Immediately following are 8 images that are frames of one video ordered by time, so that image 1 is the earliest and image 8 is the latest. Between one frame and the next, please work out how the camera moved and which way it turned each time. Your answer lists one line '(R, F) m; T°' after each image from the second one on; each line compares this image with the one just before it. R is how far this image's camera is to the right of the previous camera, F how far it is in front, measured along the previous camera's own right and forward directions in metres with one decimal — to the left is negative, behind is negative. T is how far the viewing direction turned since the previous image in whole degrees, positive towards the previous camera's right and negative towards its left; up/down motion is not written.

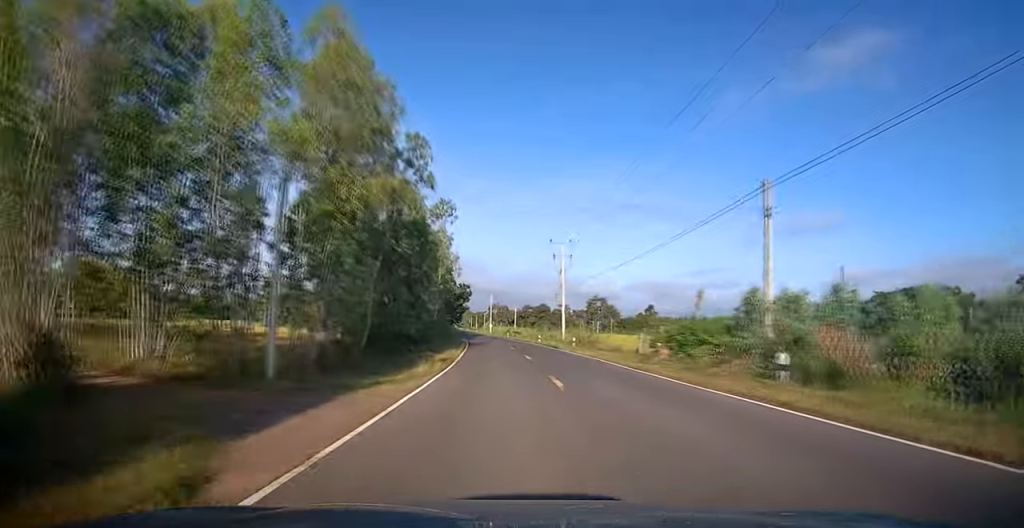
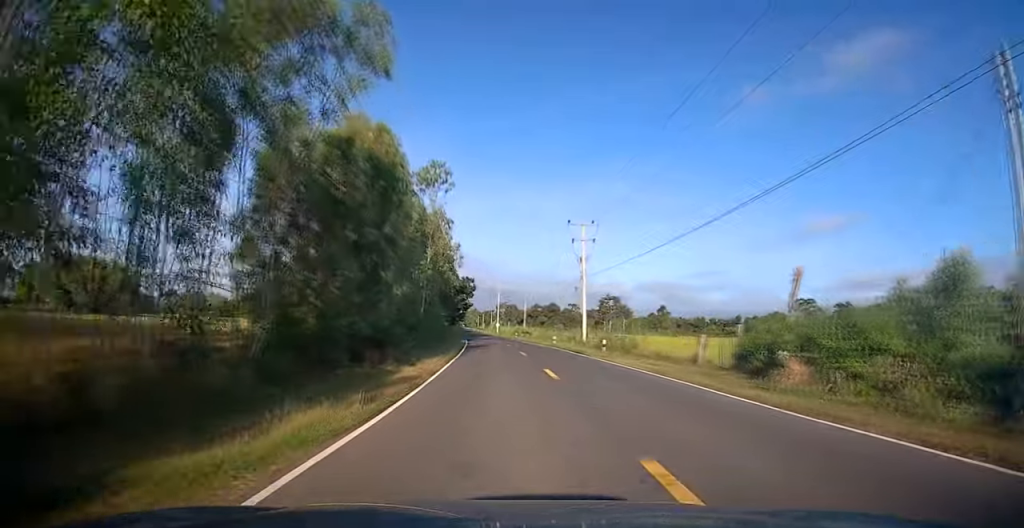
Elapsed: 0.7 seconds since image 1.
(+0.1, +10.0) m; 0°
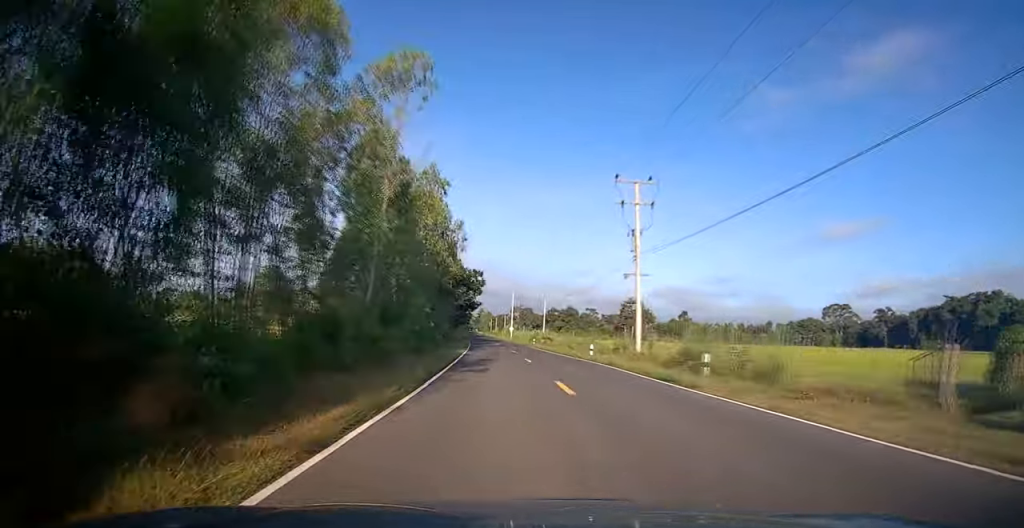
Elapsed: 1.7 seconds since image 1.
(-0.3, +15.3) m; -1°
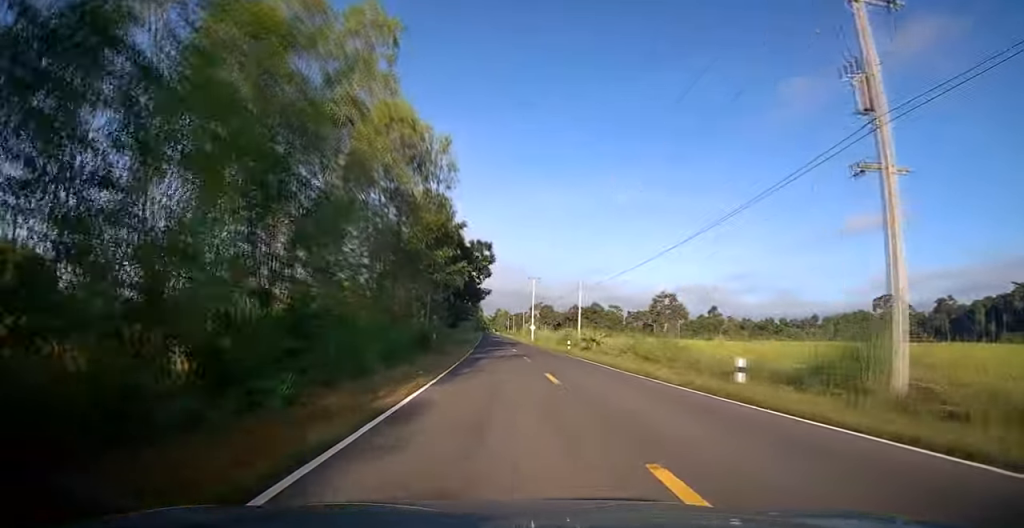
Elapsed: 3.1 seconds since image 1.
(-0.1, +21.0) m; -1°
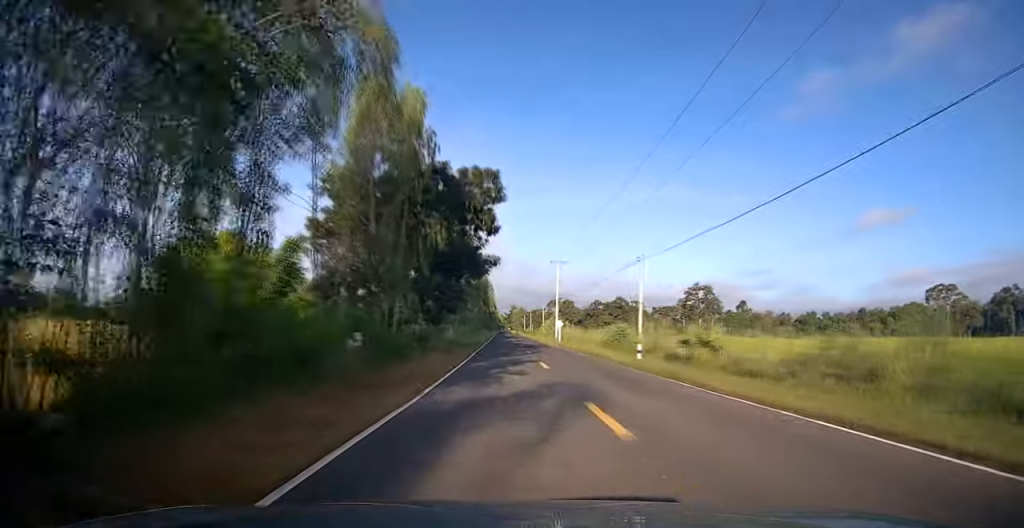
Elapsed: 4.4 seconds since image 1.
(-0.4, +19.6) m; -2°
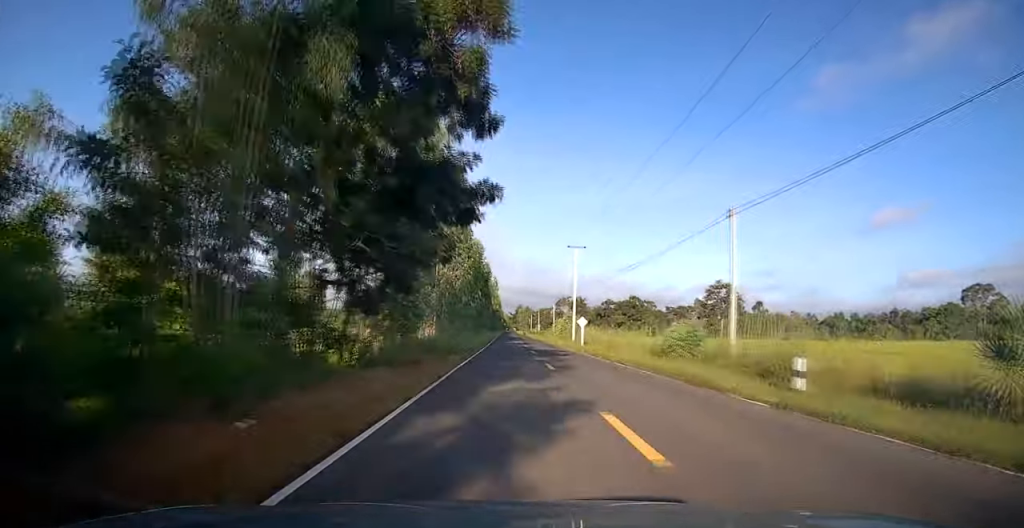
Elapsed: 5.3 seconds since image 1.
(-0.1, +13.5) m; -1°
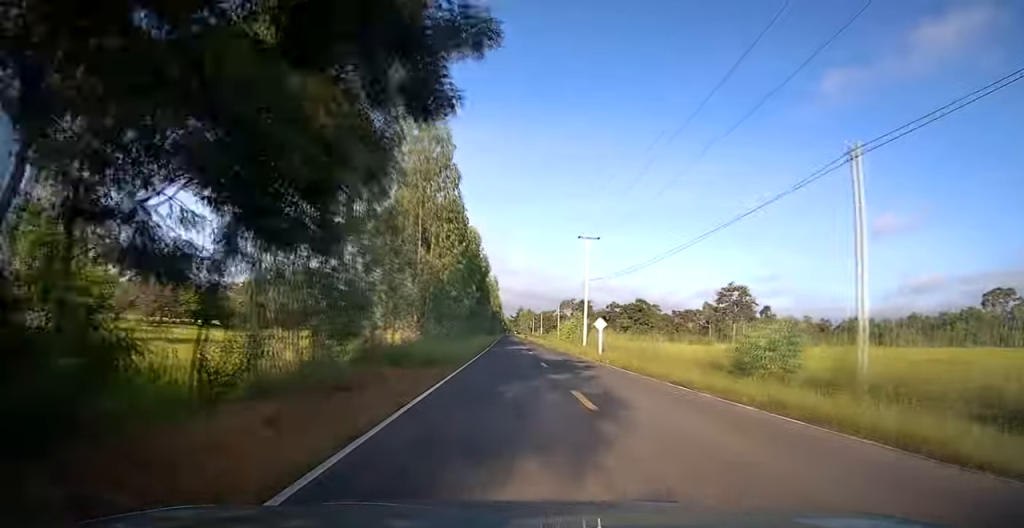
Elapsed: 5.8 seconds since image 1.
(0.0, +8.0) m; 0°
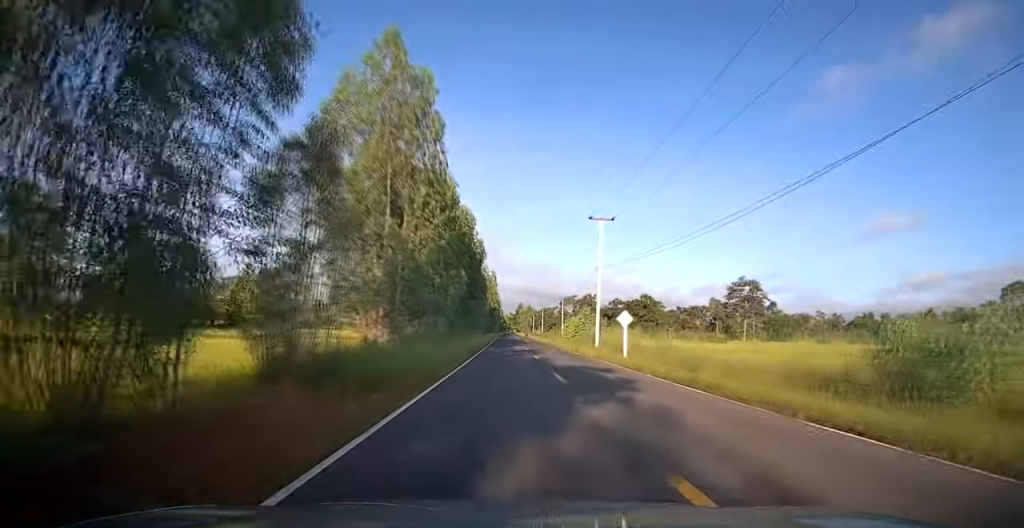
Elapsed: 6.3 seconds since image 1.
(-0.1, +7.5) m; 0°
